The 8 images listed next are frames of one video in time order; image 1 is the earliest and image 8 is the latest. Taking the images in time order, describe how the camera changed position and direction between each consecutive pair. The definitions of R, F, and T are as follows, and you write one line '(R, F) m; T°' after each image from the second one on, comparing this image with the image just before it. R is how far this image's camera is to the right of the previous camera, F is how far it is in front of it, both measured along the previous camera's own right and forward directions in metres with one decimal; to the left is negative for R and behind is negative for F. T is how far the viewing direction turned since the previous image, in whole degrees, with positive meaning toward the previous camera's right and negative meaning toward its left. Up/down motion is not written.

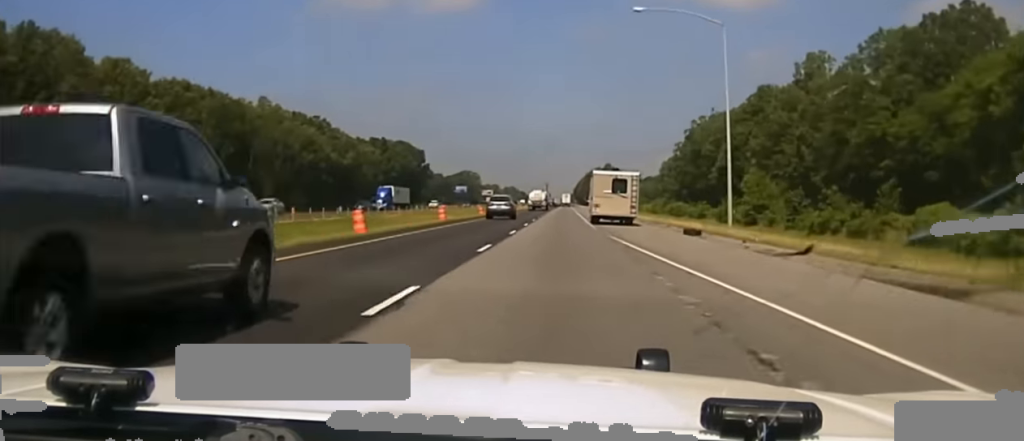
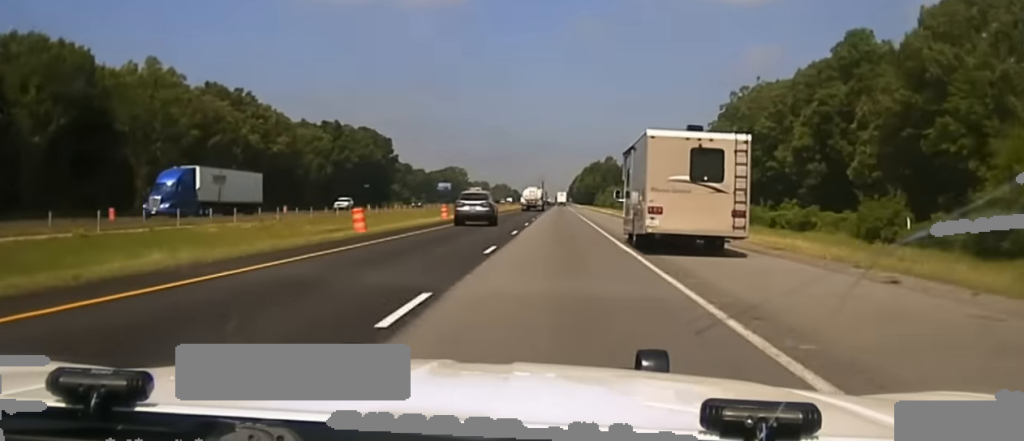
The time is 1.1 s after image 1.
(-0.1, +38.0) m; 0°
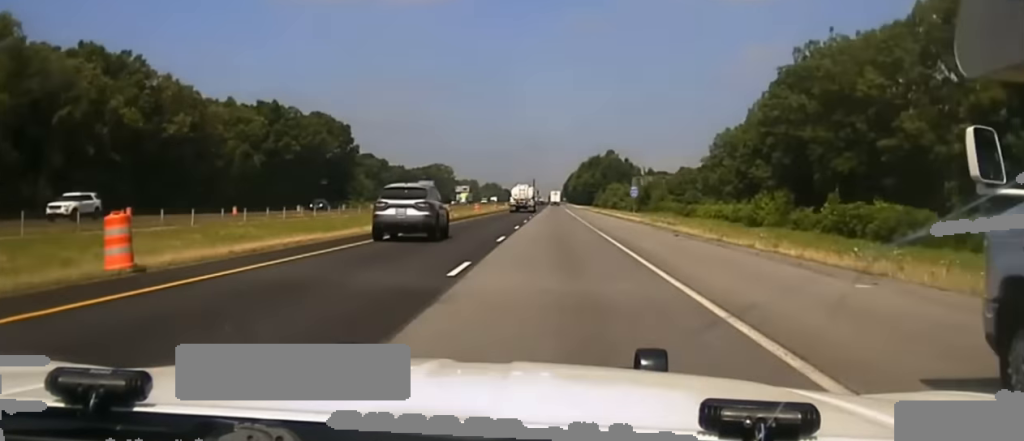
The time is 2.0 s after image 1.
(0.0, +40.1) m; 0°
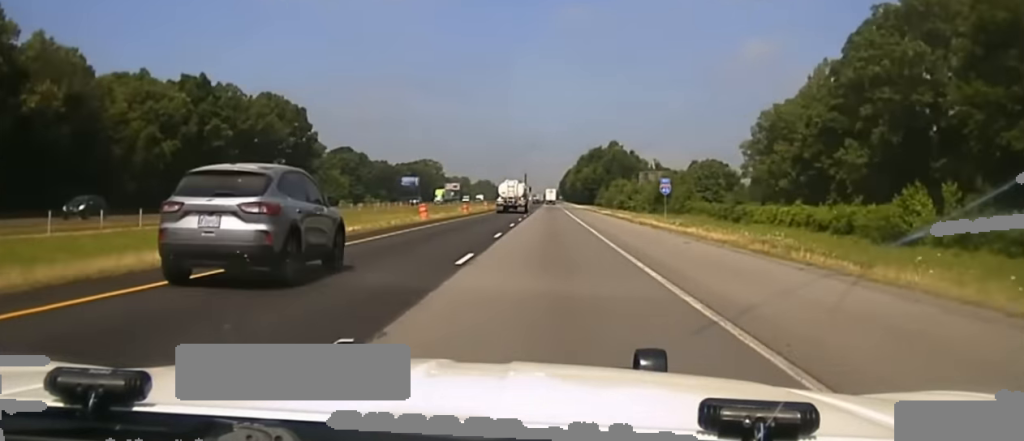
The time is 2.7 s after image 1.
(0.0, +33.8) m; 0°
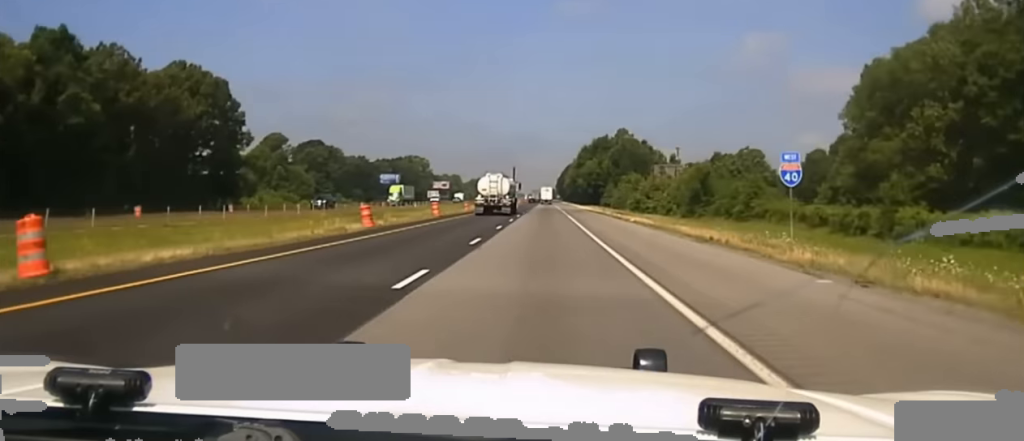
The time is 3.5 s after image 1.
(+0.3, +45.3) m; 0°
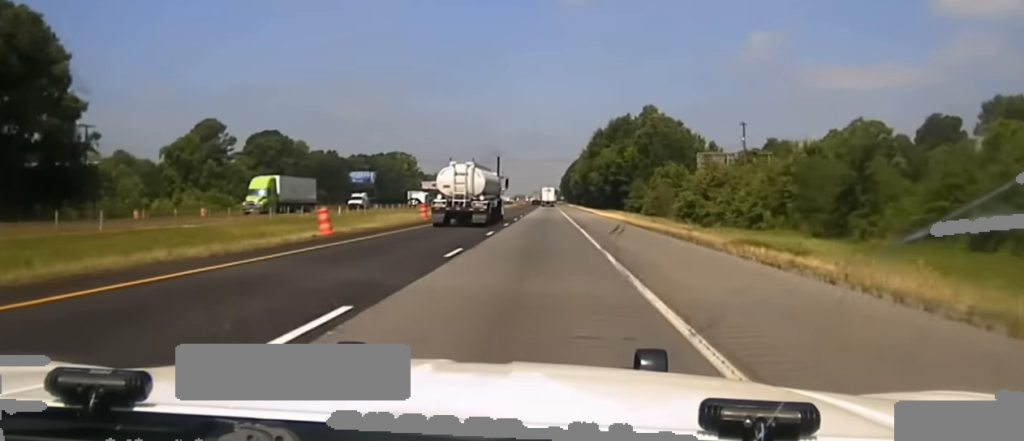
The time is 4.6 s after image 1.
(0.0, +67.0) m; 0°
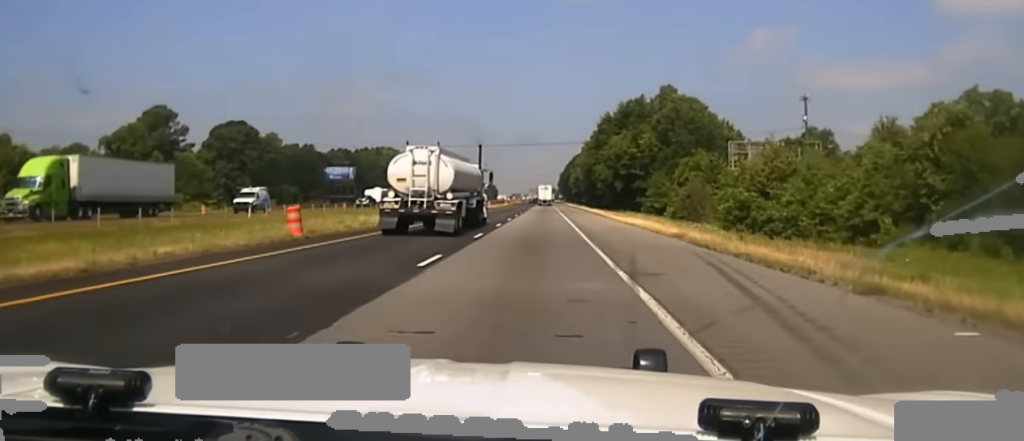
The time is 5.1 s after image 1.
(0.0, +33.8) m; 0°
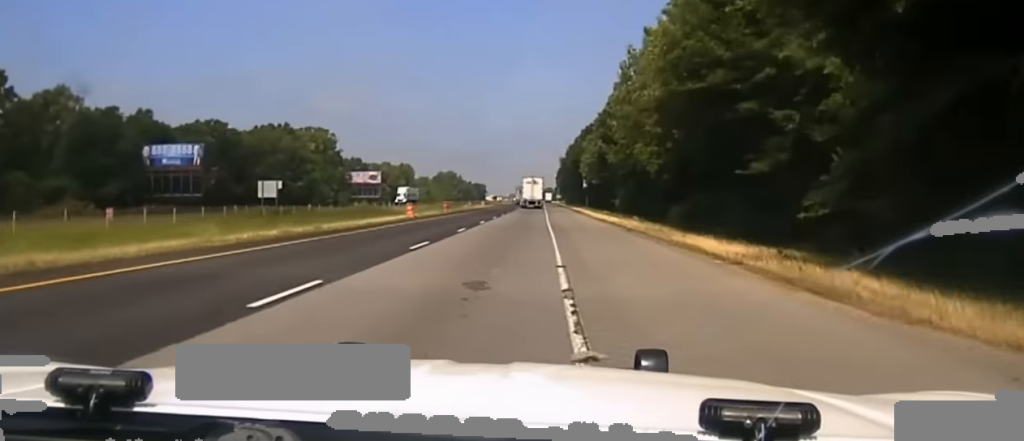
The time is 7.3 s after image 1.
(-0.2, +127.7) m; 0°
